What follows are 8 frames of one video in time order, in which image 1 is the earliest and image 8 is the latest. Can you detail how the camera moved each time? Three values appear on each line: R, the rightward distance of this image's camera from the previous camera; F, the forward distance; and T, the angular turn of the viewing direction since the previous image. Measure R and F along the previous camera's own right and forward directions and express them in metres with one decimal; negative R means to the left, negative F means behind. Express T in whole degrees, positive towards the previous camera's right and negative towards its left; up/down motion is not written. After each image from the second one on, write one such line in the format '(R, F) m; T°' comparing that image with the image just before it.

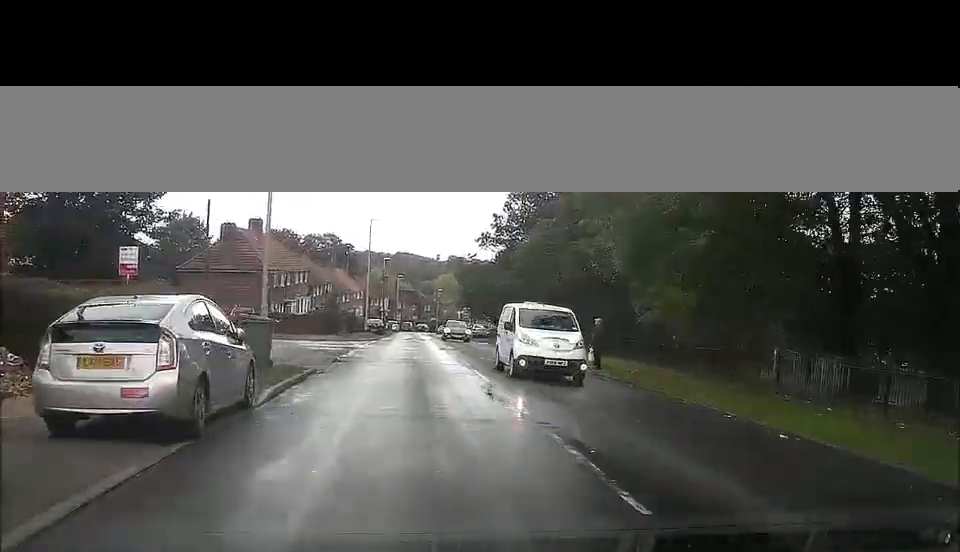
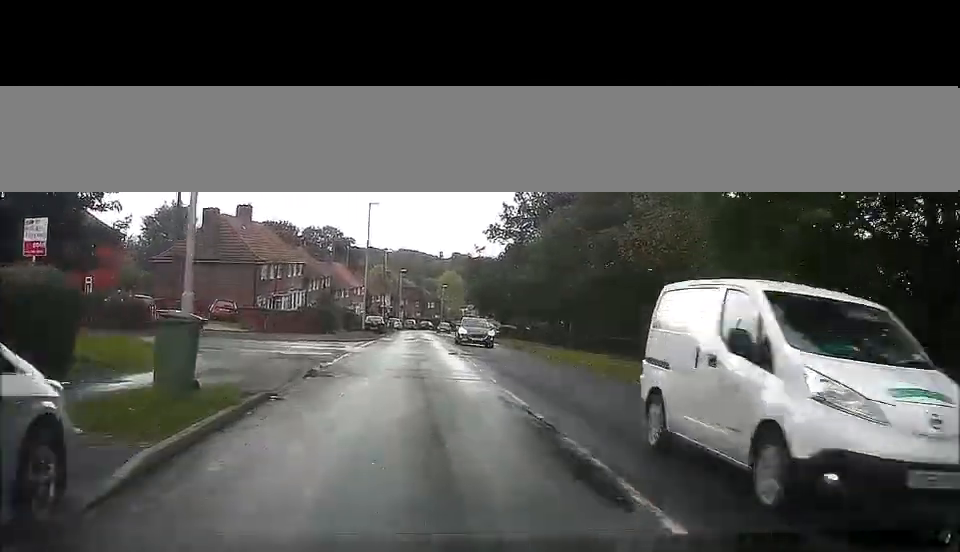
(0.0, +6.3) m; 0°
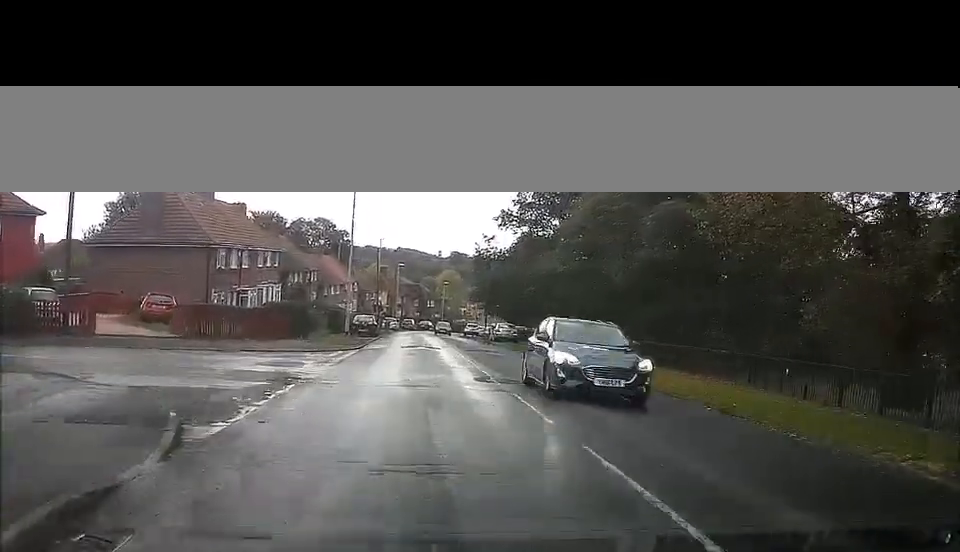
(0.0, +12.1) m; 0°
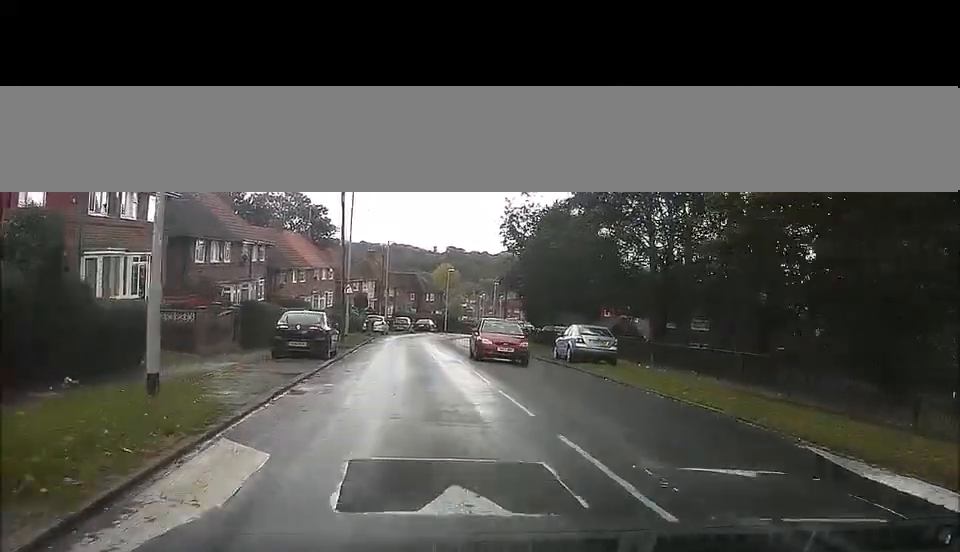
(+0.7, +29.4) m; +3°
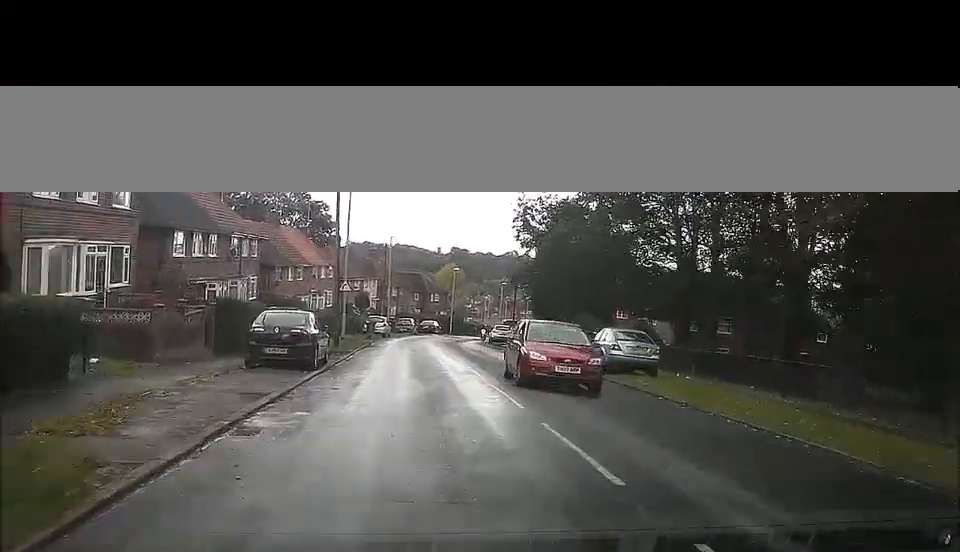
(+0.1, +4.8) m; 0°
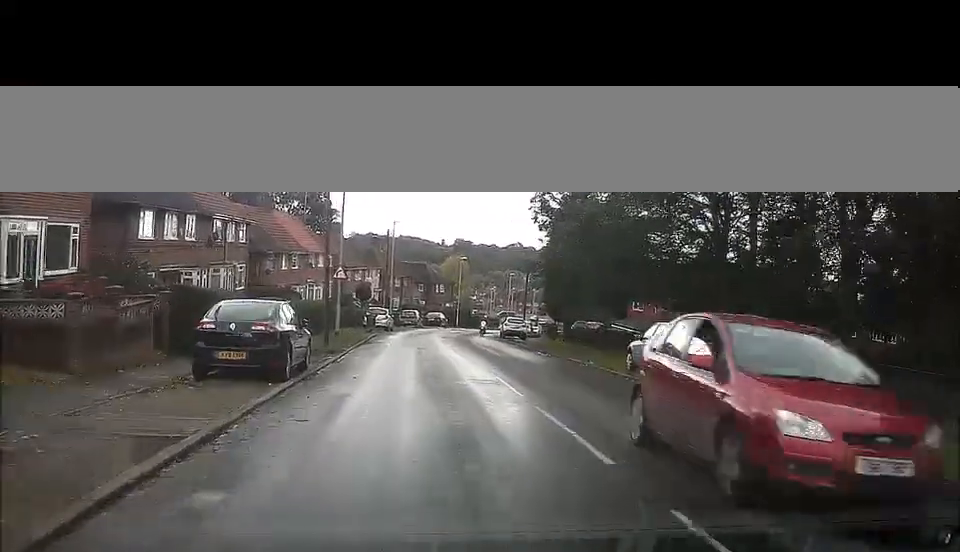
(-0.3, +5.7) m; 0°
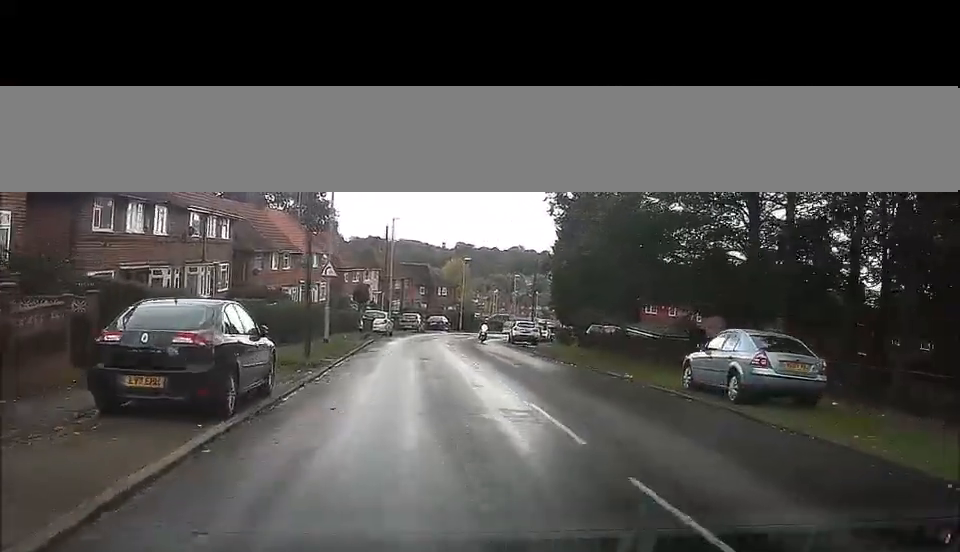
(0.0, +5.0) m; 0°
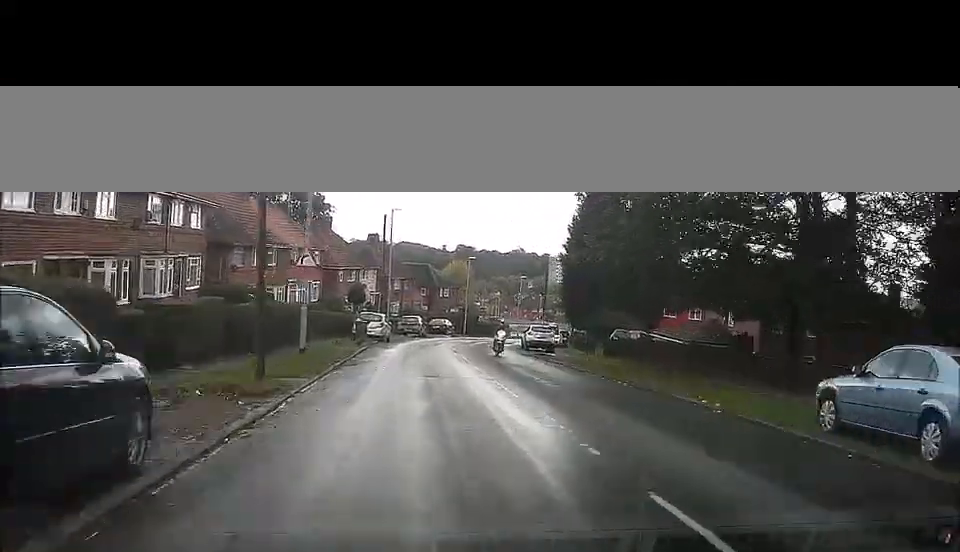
(+0.3, +7.0) m; 0°
